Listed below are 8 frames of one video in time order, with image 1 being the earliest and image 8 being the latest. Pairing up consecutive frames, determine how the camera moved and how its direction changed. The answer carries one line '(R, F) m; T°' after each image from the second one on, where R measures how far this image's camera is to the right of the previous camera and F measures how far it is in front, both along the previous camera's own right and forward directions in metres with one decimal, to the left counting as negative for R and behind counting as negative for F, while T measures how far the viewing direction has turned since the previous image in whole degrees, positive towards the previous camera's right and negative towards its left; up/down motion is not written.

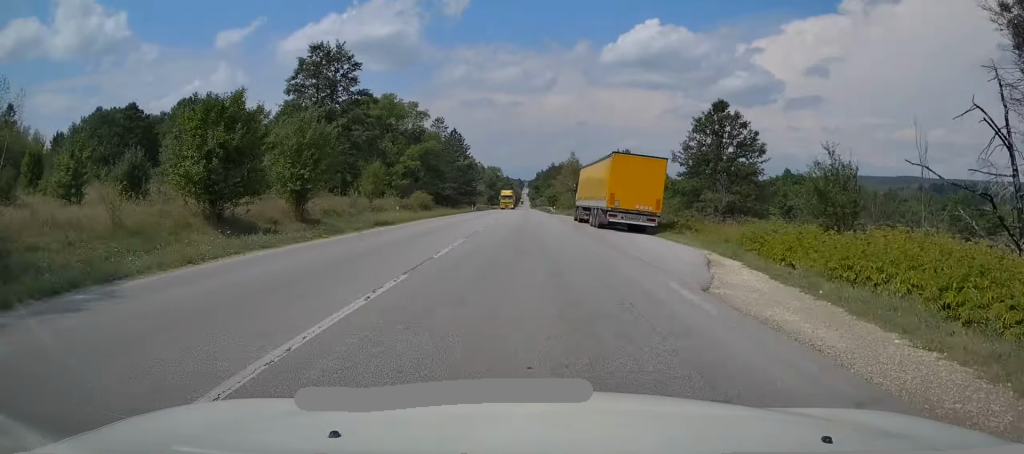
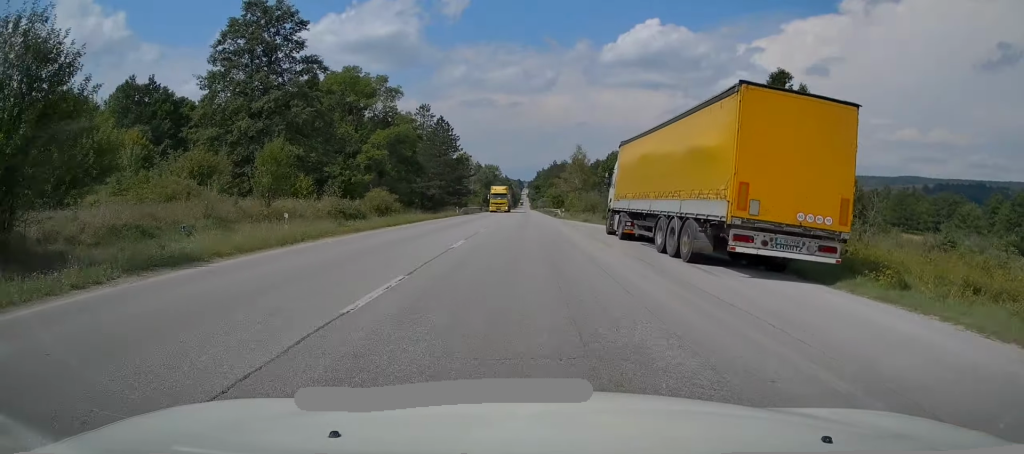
(+0.1, +18.1) m; +1°
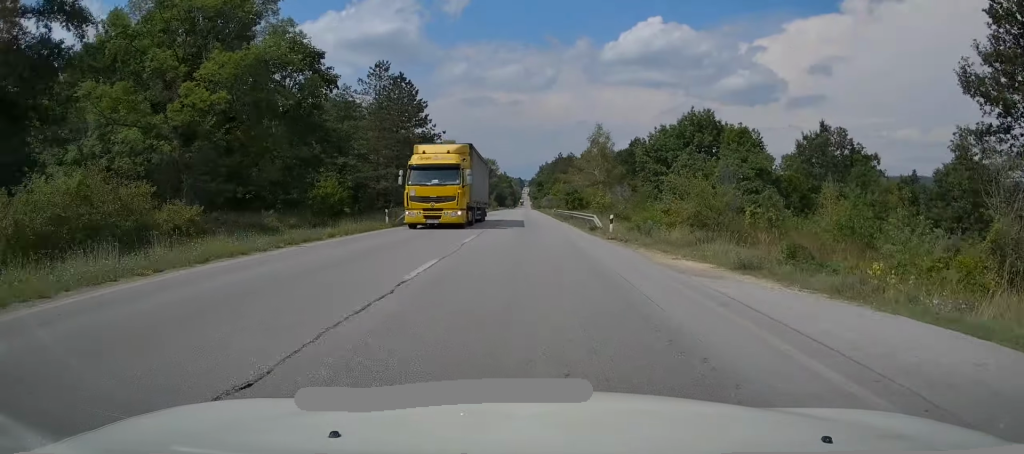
(+0.4, +32.9) m; 0°
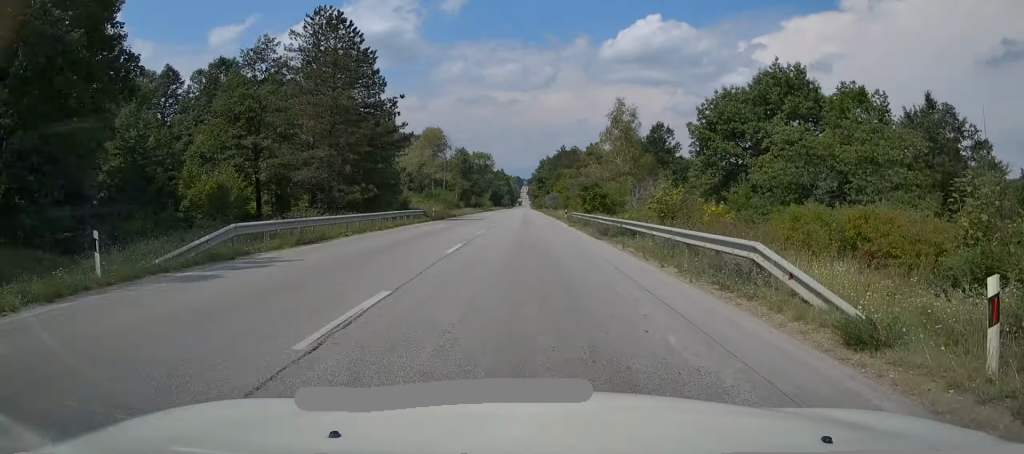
(-0.3, +22.3) m; -1°
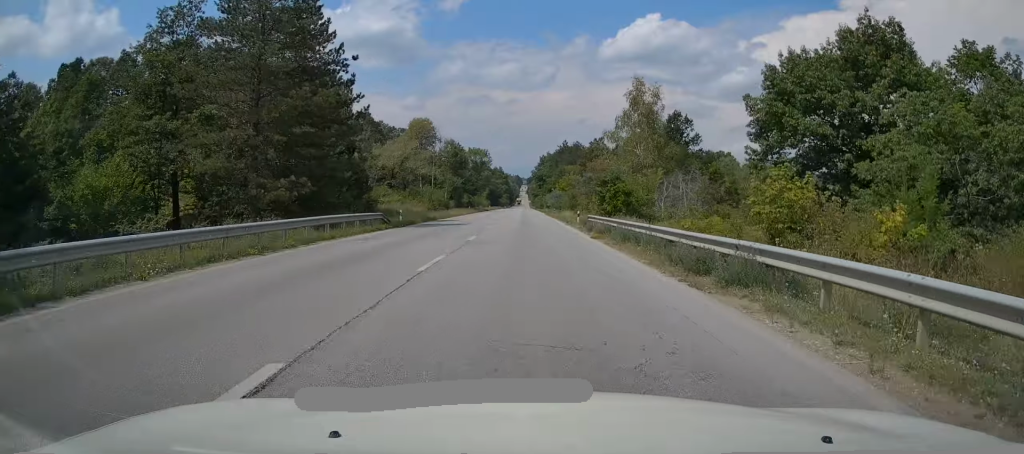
(-0.1, +12.4) m; 0°
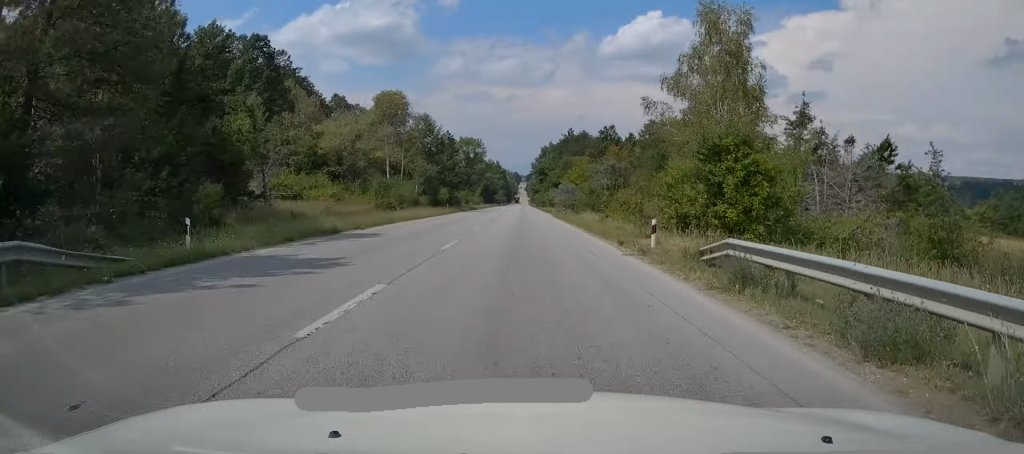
(+0.1, +23.1) m; 0°
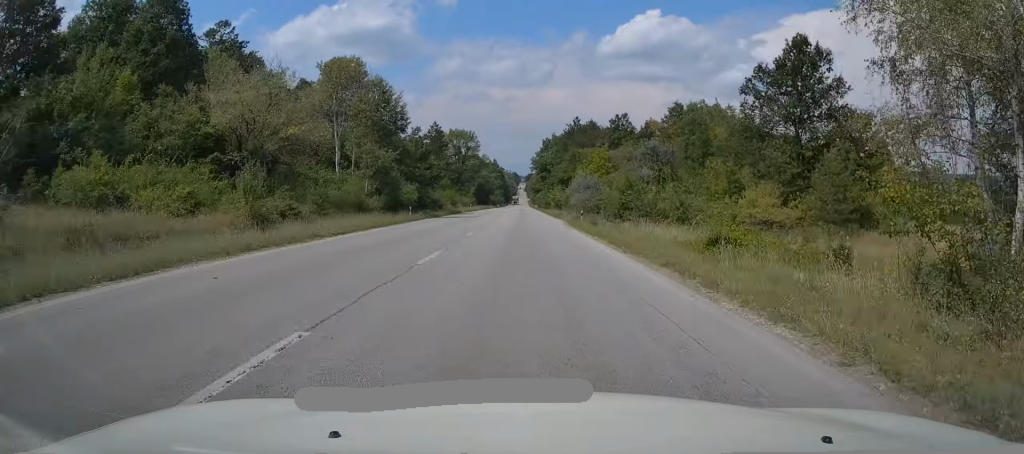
(0.0, +20.6) m; 0°
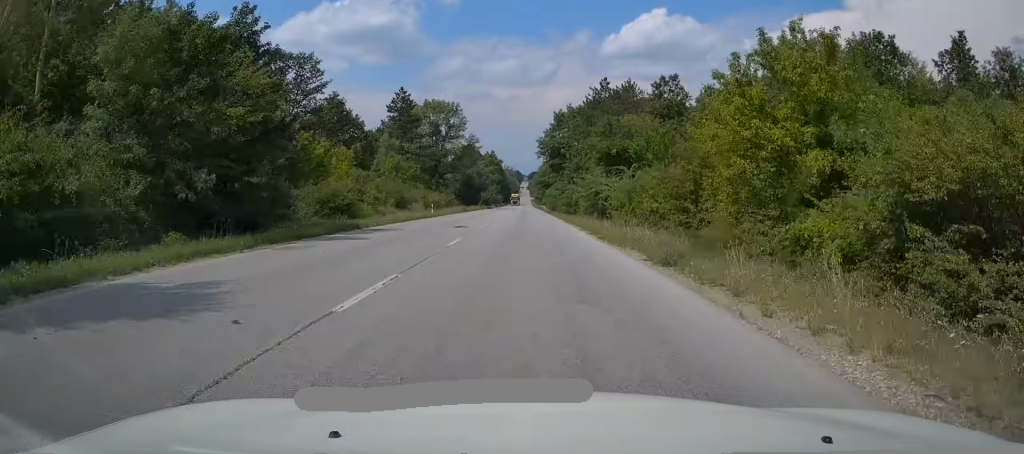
(0.0, +40.4) m; -1°
